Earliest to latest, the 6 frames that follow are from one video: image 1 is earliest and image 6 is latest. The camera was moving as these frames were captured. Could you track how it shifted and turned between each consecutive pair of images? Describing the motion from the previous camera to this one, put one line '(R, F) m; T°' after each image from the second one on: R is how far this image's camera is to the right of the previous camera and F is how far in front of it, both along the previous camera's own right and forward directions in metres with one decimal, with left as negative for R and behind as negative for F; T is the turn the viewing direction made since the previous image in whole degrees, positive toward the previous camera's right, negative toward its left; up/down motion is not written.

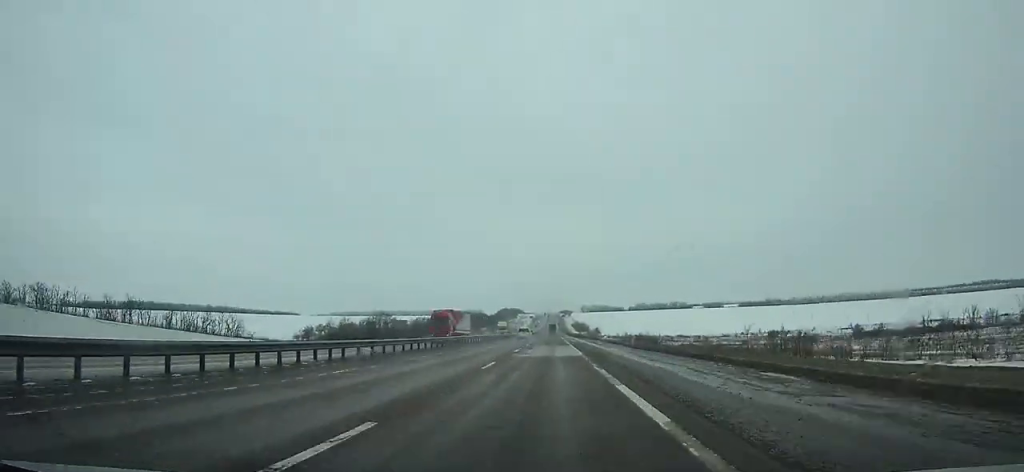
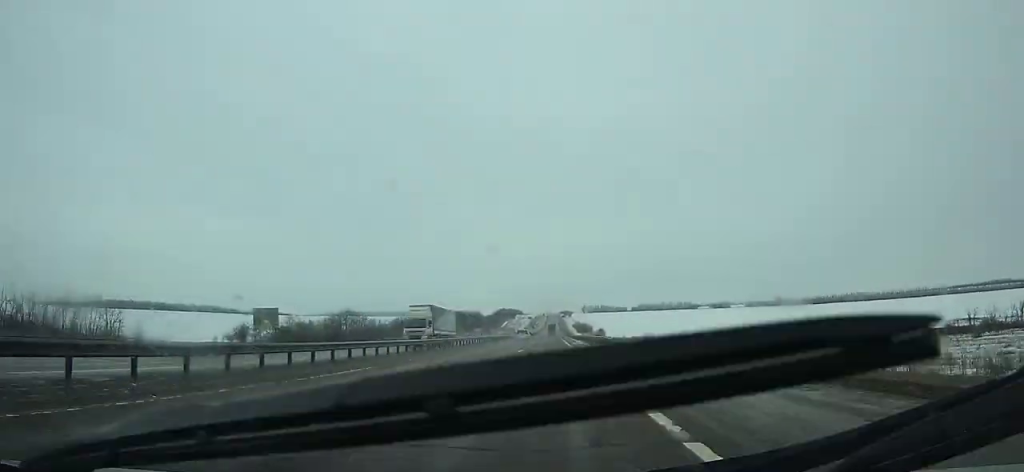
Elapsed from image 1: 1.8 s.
(0.0, +45.8) m; 0°
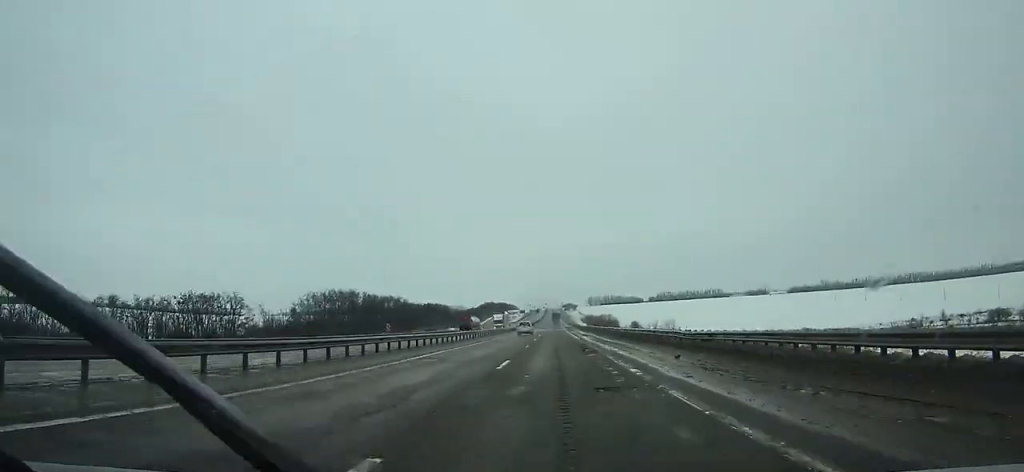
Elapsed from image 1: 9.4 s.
(-0.2, +197.0) m; 0°
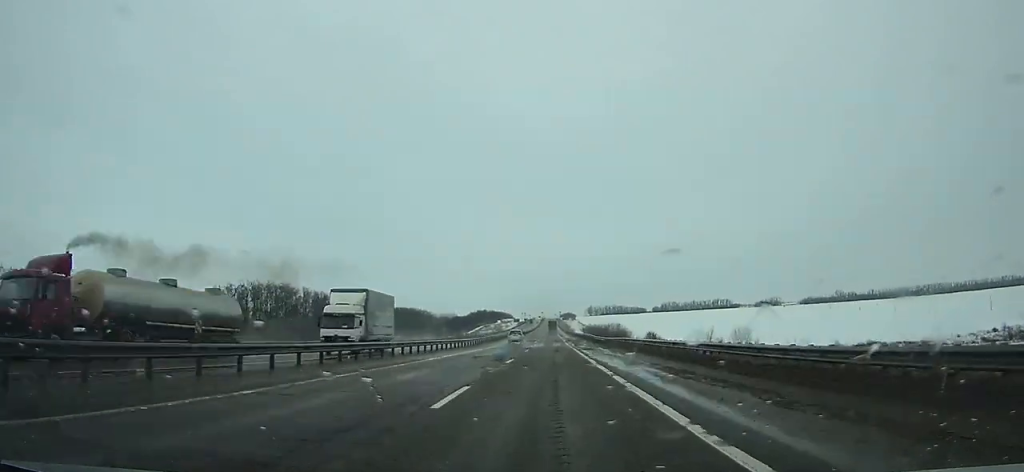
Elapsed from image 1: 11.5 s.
(+0.2, +55.0) m; 0°
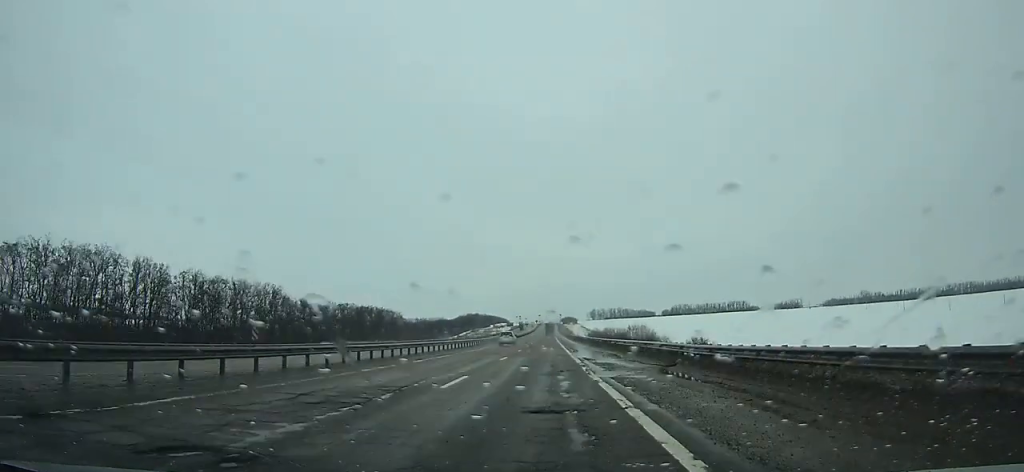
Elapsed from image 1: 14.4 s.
(-0.1, +75.8) m; 0°
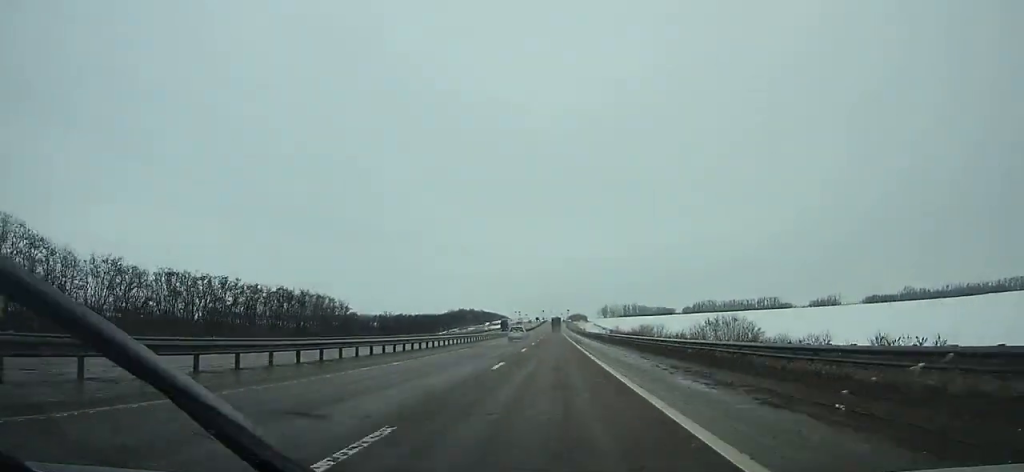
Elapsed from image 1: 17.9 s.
(-0.3, +91.7) m; 0°
